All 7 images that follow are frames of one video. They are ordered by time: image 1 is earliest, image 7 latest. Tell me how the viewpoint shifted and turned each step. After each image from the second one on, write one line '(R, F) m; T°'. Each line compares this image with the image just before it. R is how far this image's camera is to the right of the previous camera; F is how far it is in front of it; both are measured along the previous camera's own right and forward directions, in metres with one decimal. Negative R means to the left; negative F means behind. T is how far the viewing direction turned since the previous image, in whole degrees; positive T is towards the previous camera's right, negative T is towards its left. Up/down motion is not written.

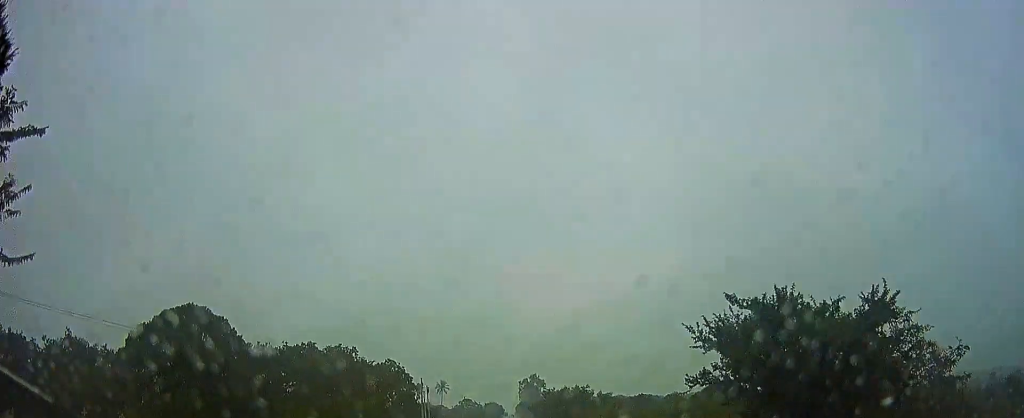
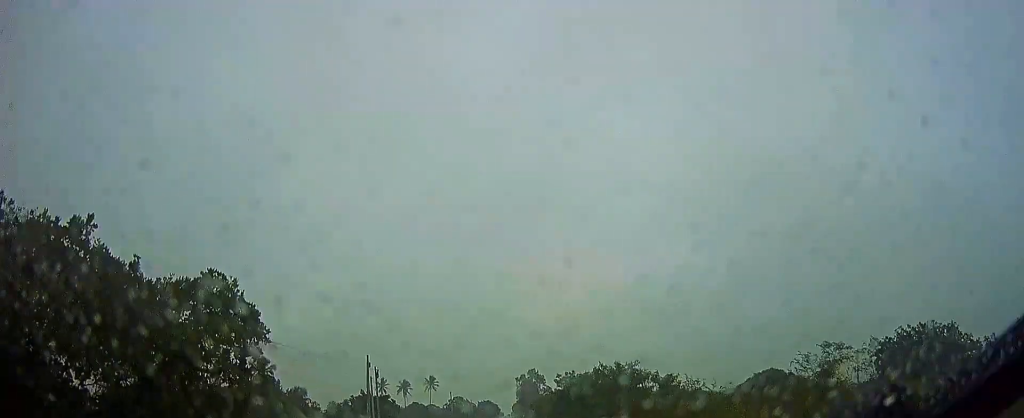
(+0.5, +27.0) m; +1°
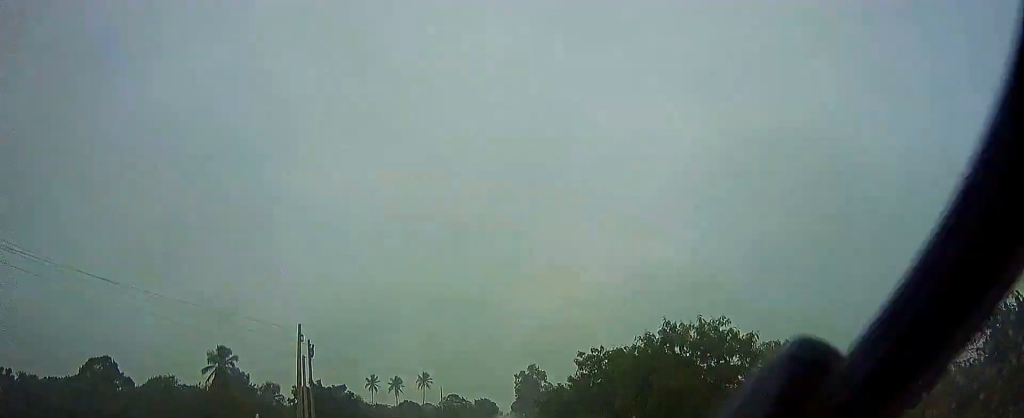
(-0.1, +16.0) m; 0°
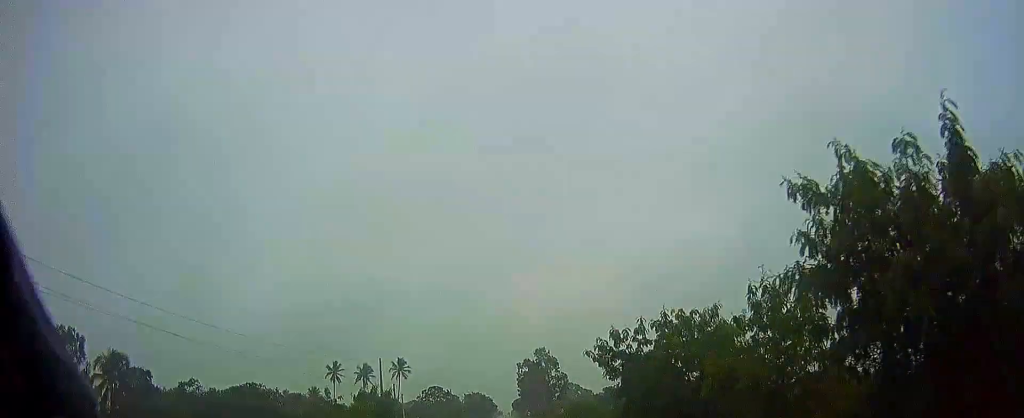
(+0.4, +53.8) m; +1°
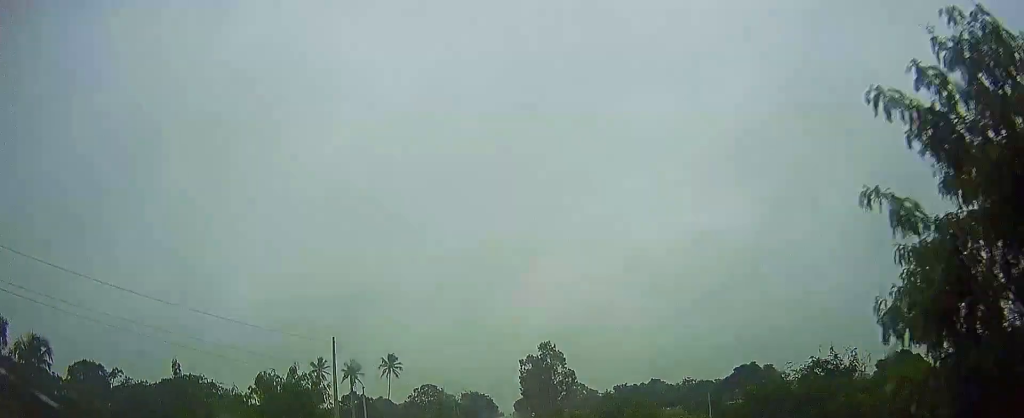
(+0.1, +16.8) m; 0°
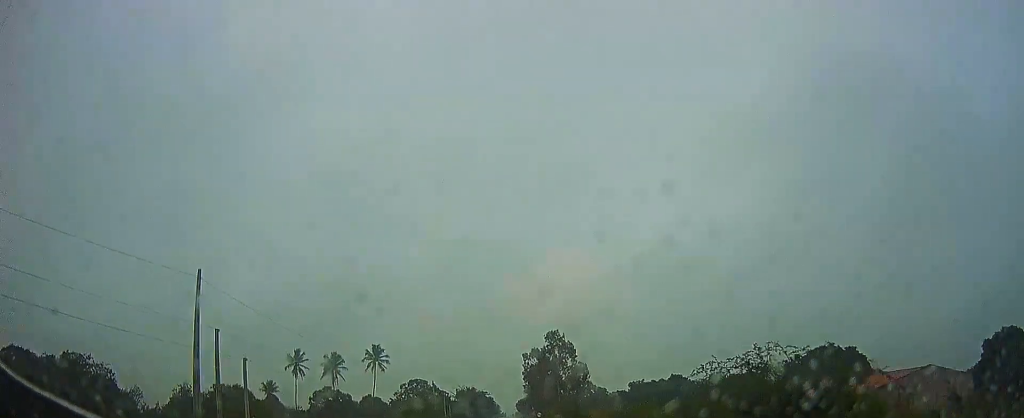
(-0.3, +20.8) m; -1°
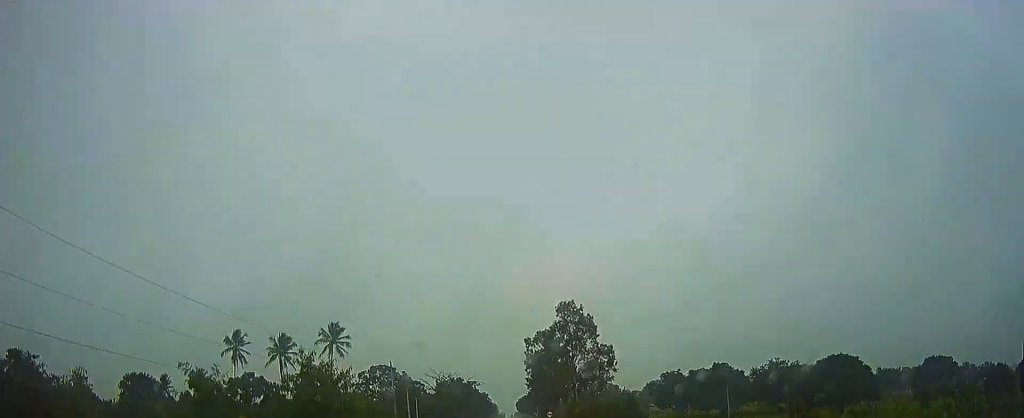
(0.0, +35.4) m; +1°
